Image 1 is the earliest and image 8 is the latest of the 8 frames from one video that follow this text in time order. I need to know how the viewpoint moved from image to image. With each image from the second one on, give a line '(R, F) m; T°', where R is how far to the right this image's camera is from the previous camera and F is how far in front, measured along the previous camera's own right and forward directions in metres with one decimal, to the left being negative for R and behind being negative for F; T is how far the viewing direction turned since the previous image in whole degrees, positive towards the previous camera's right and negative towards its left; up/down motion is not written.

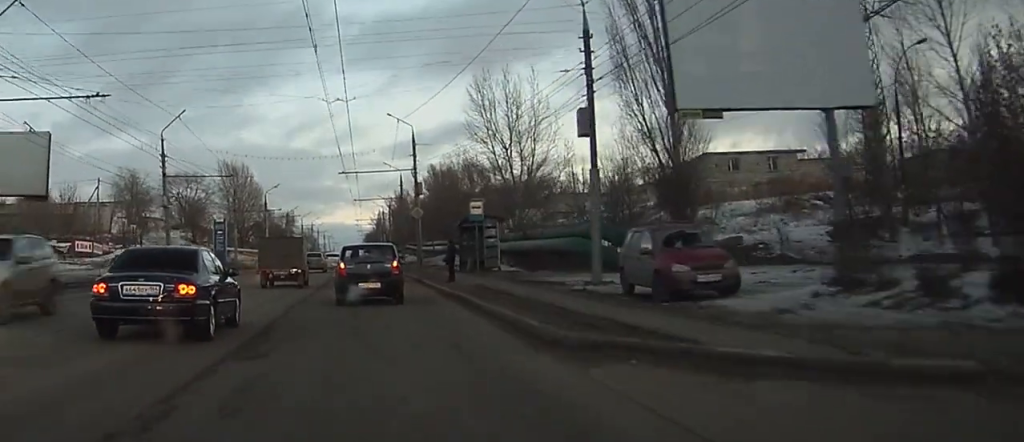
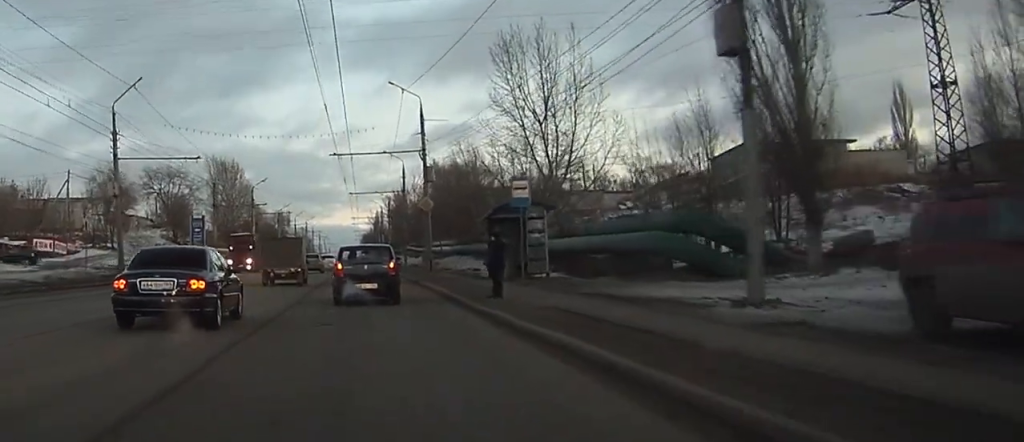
(+0.2, +12.4) m; 0°
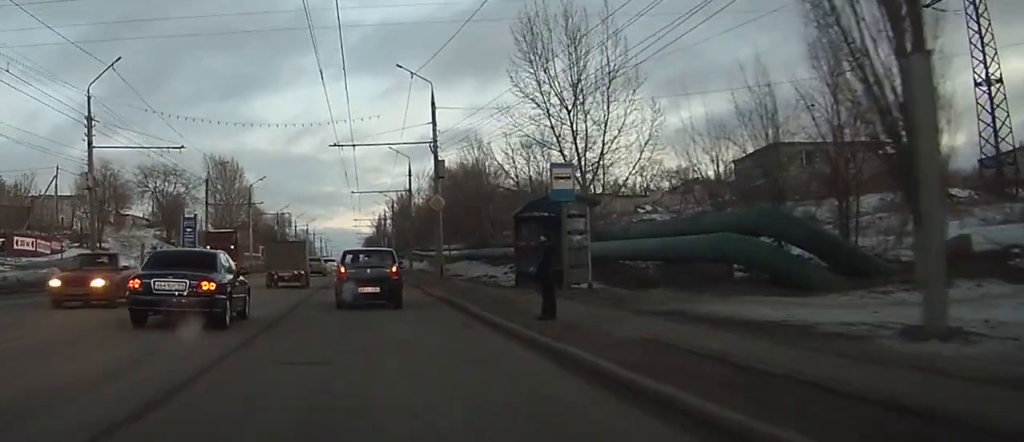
(0.0, +5.8) m; -1°
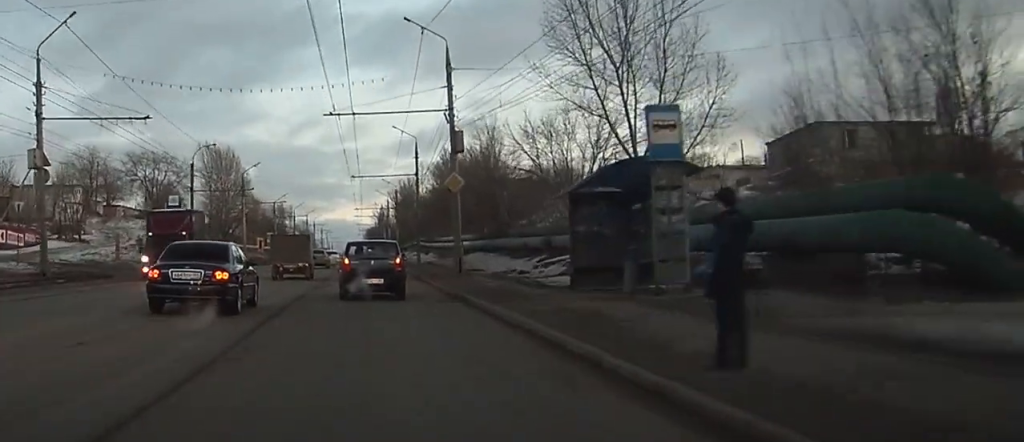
(-0.1, +8.0) m; -1°
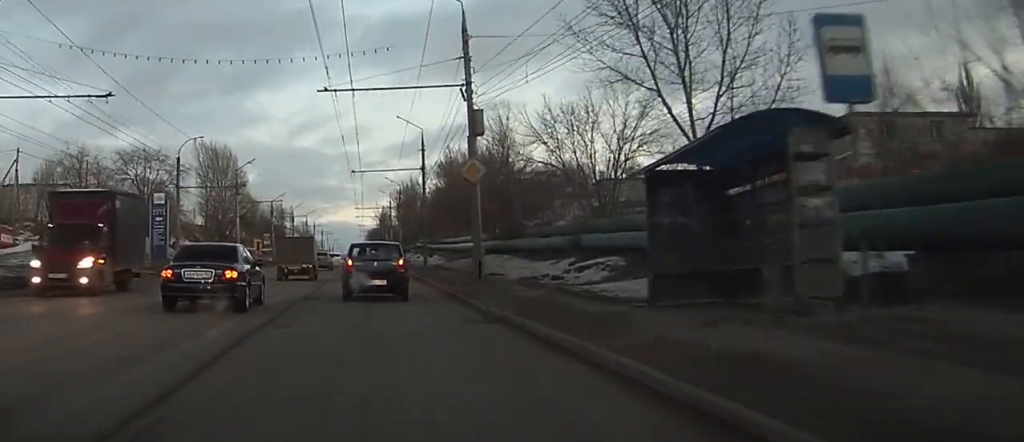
(0.0, +6.2) m; -1°
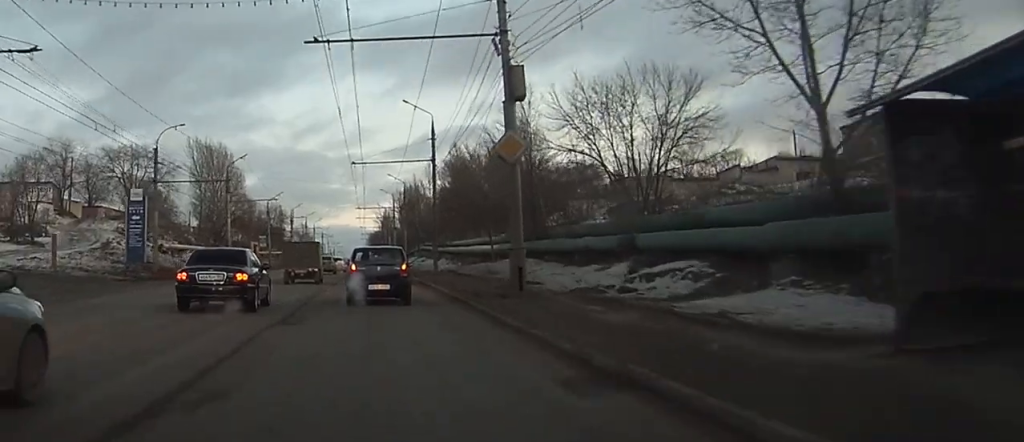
(0.0, +8.0) m; -1°
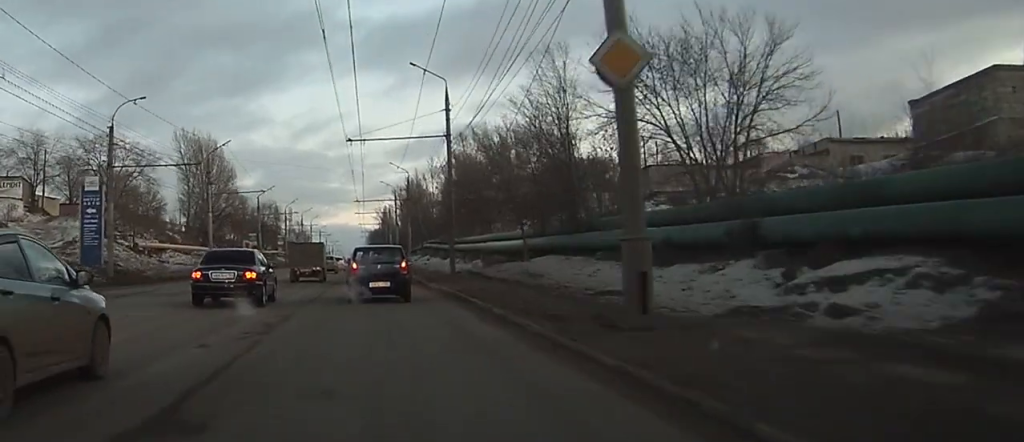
(-0.1, +10.4) m; 0°
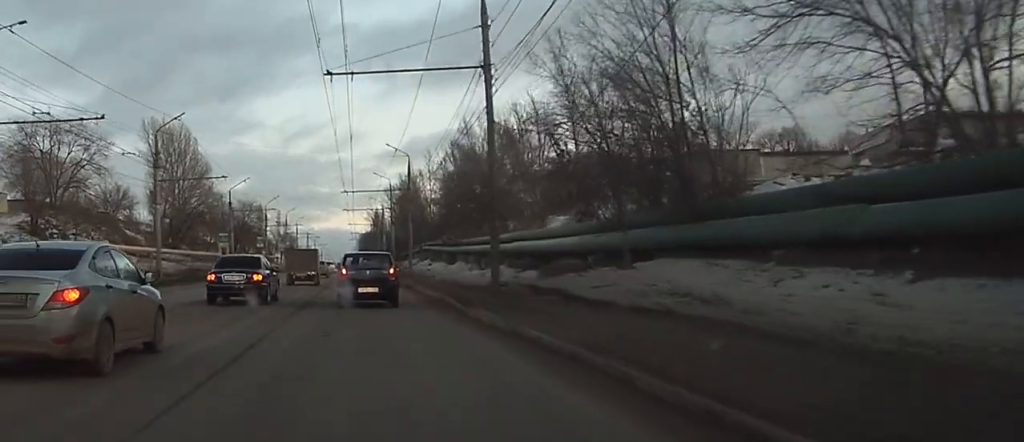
(+0.1, +16.4) m; 0°
